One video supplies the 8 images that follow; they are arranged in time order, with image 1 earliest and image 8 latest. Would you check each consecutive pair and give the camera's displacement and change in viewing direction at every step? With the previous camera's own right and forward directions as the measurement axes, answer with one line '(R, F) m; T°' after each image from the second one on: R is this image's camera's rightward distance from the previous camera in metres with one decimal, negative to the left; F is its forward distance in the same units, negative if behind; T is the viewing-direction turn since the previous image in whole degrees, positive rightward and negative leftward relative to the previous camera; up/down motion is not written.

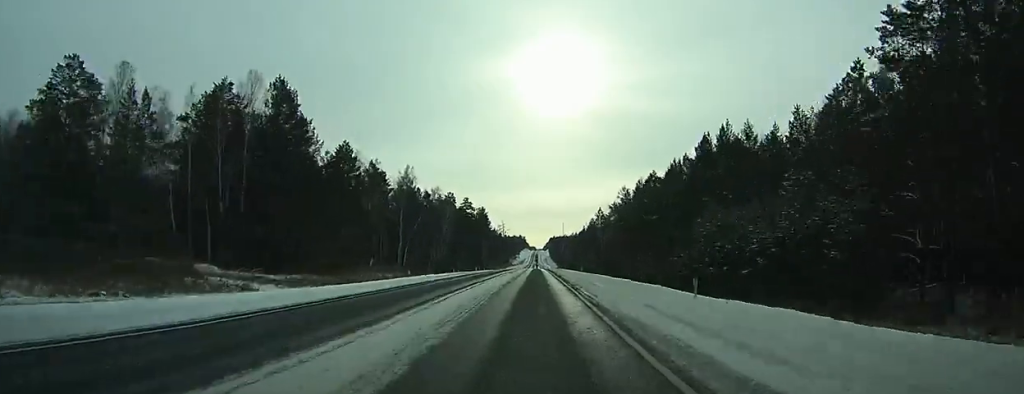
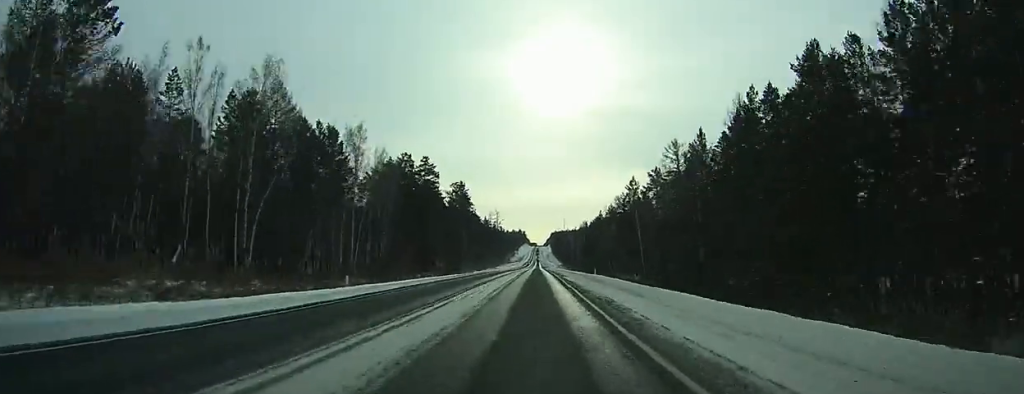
(-0.4, +68.4) m; 0°
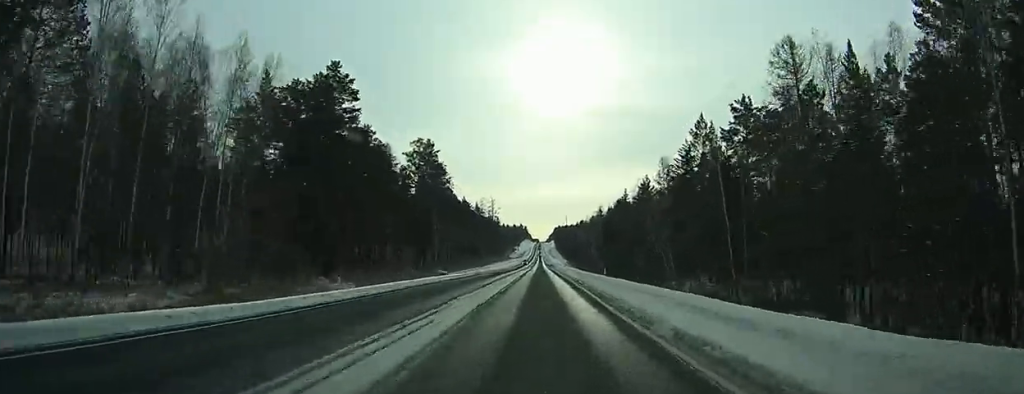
(+0.5, +52.1) m; +1°
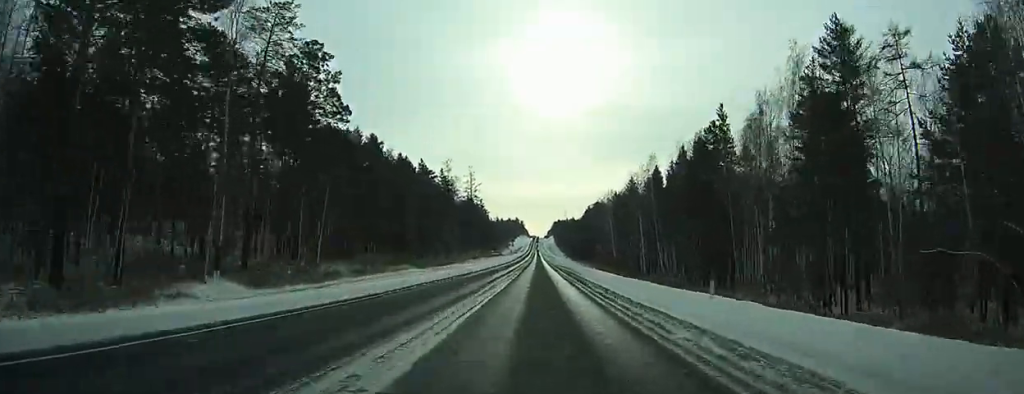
(-3.0, +75.7) m; -5°
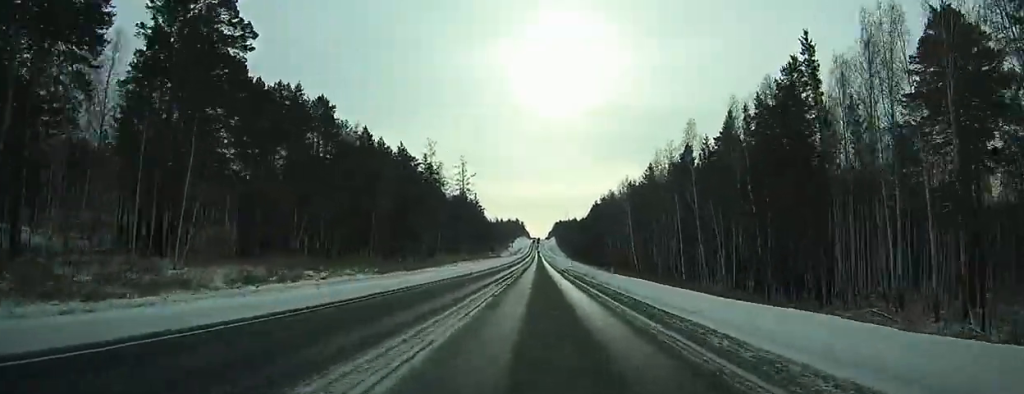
(-0.4, +22.9) m; 0°
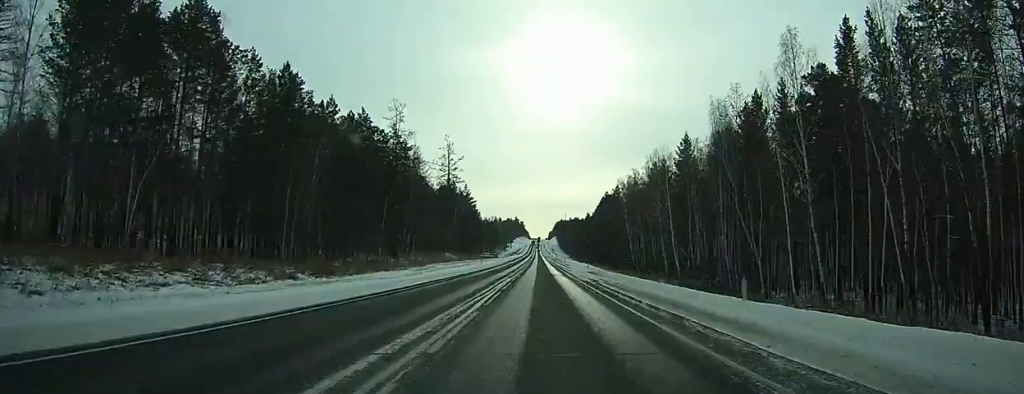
(+1.3, +29.6) m; +2°
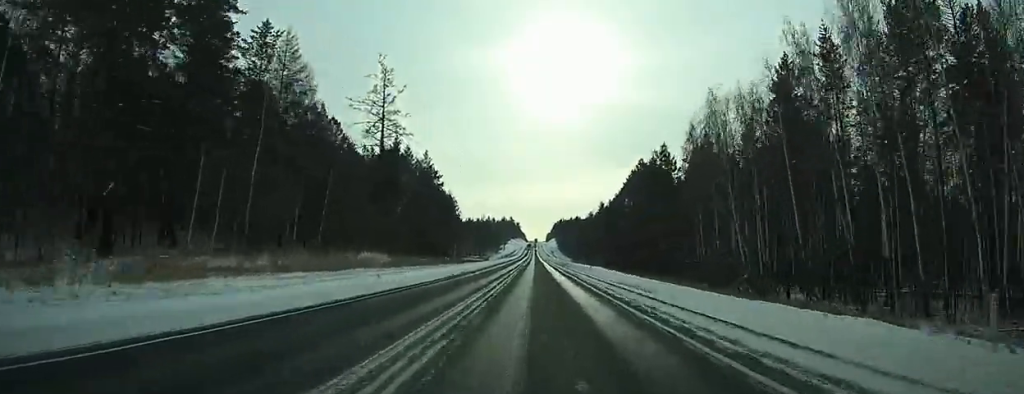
(+1.0, +60.5) m; +1°
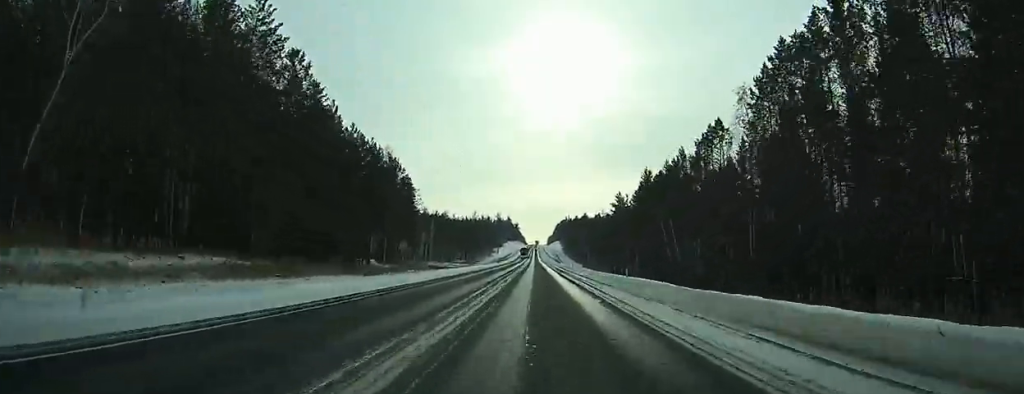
(-0.2, +70.8) m; 0°
